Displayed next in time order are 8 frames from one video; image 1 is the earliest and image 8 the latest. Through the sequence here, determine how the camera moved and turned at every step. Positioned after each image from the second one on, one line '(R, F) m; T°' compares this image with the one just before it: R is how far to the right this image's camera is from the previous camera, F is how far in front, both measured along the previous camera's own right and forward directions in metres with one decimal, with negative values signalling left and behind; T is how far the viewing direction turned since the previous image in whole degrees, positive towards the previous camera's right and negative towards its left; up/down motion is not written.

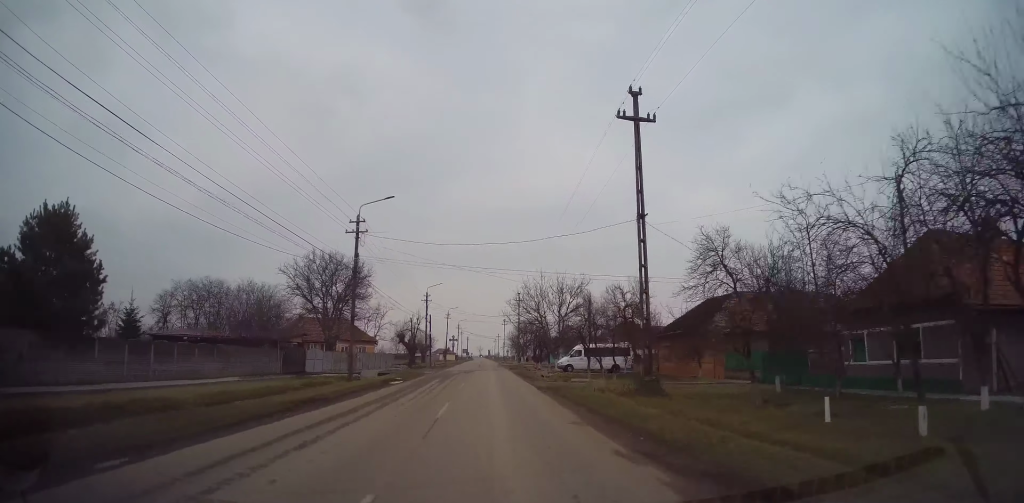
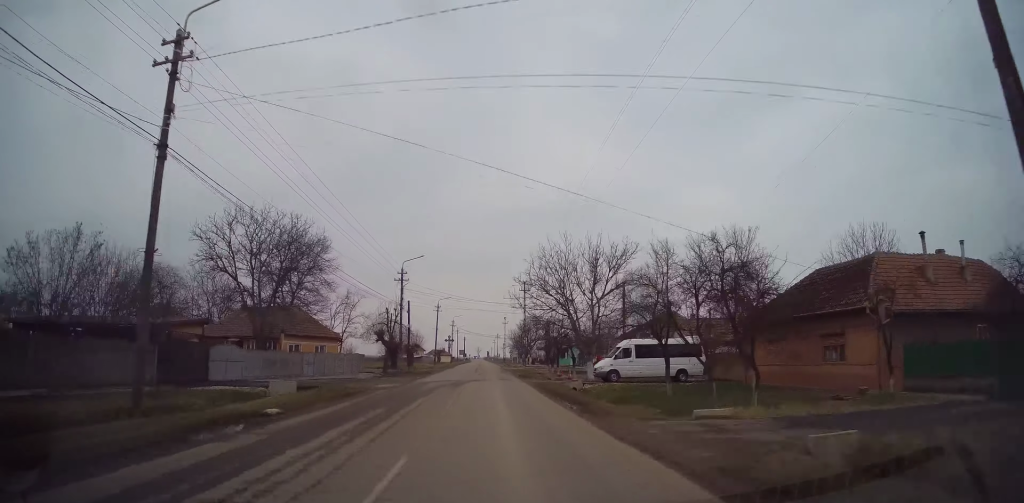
(0.0, +16.6) m; 0°
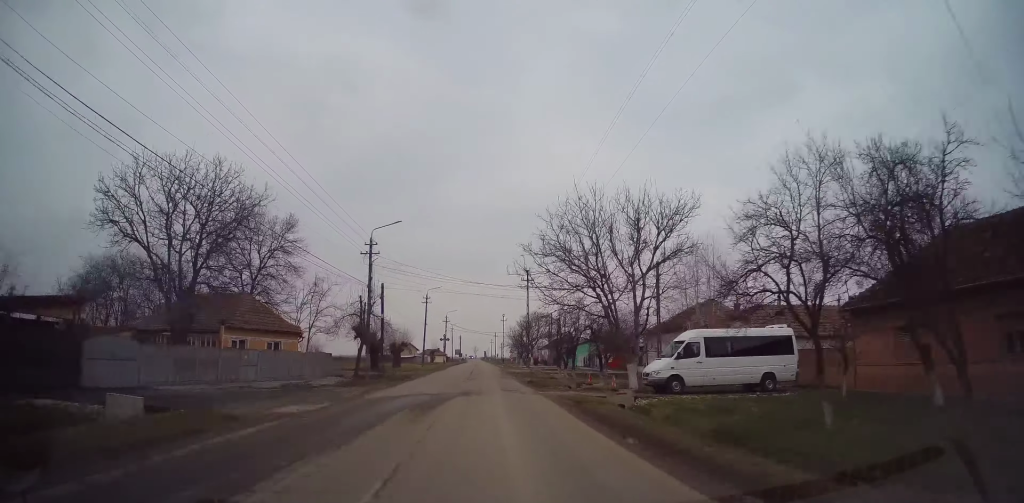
(0.0, +10.8) m; 0°
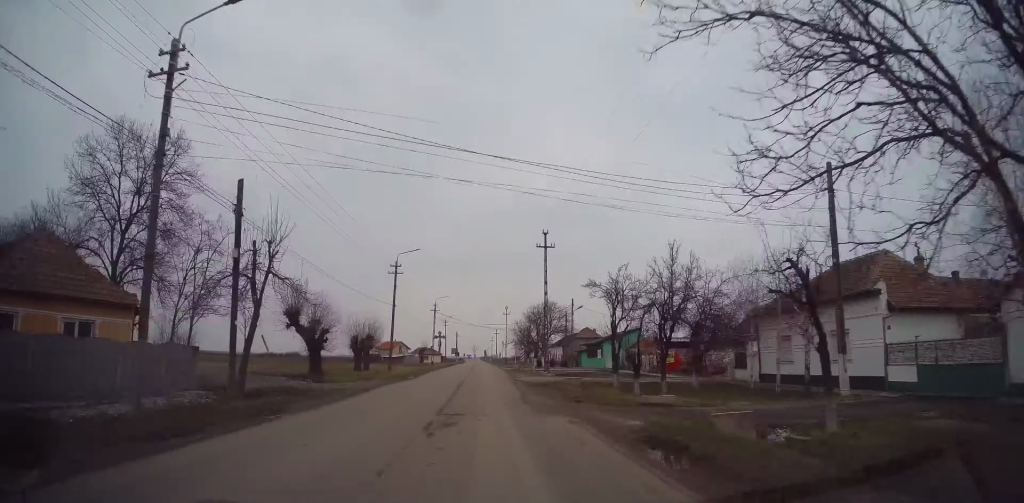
(0.0, +20.7) m; -1°
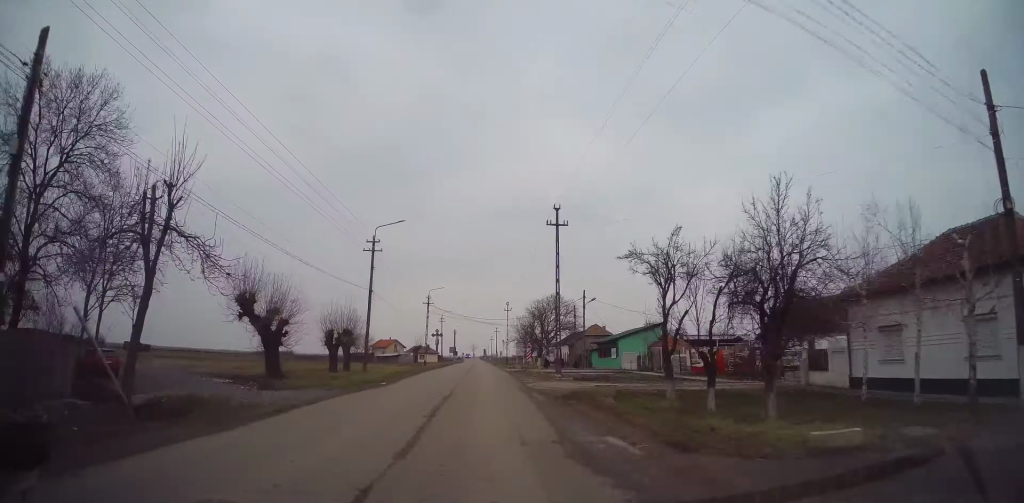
(-0.2, +8.0) m; 0°
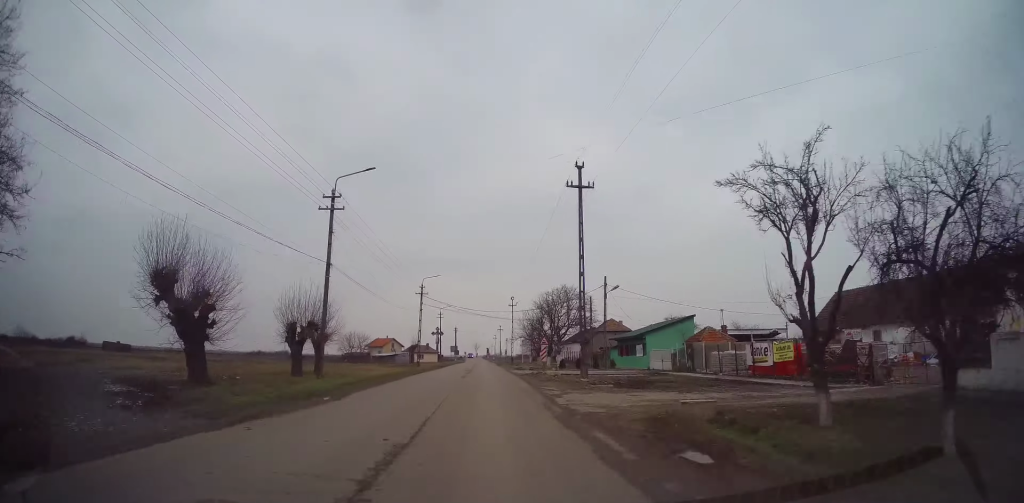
(-0.2, +9.6) m; +1°
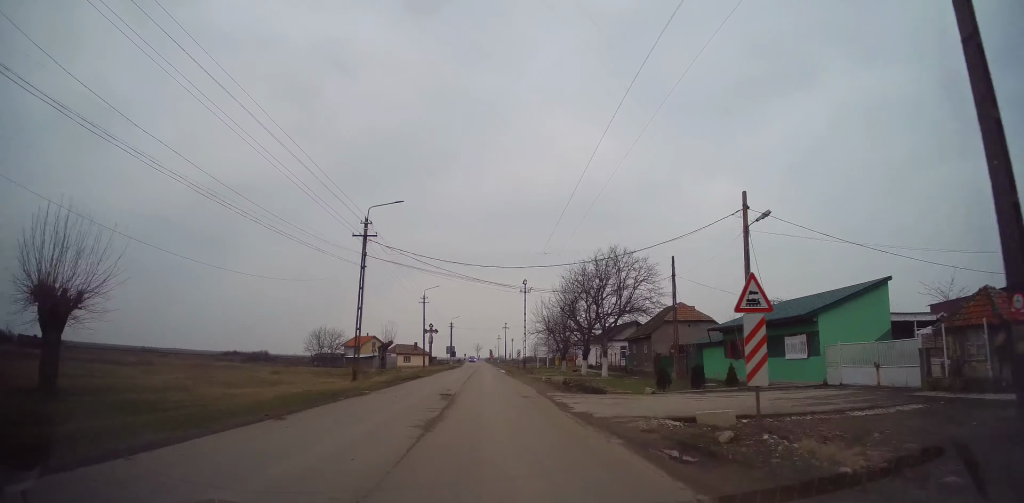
(+0.5, +26.7) m; 0°
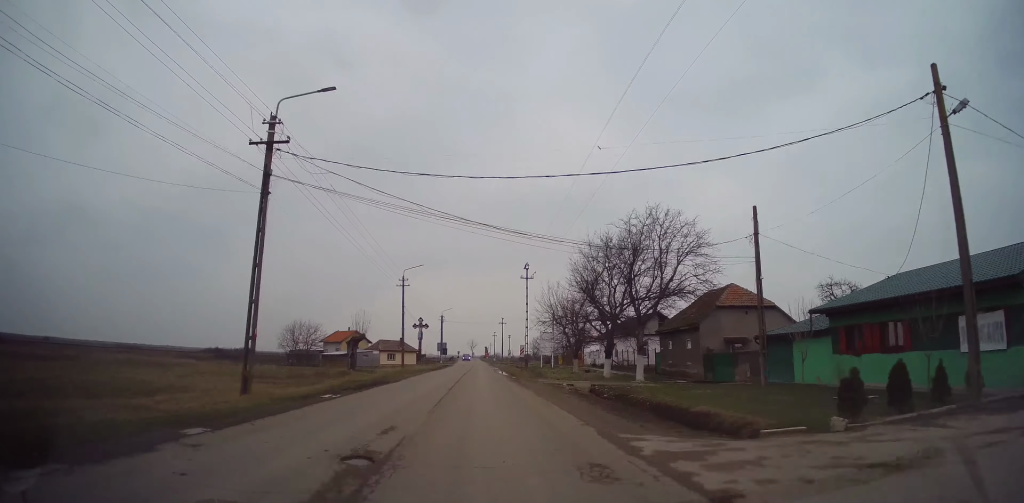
(-0.1, +12.1) m; 0°
